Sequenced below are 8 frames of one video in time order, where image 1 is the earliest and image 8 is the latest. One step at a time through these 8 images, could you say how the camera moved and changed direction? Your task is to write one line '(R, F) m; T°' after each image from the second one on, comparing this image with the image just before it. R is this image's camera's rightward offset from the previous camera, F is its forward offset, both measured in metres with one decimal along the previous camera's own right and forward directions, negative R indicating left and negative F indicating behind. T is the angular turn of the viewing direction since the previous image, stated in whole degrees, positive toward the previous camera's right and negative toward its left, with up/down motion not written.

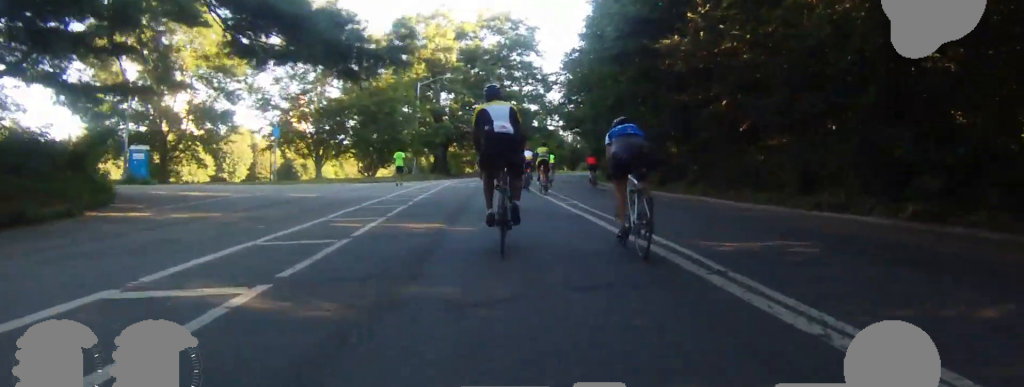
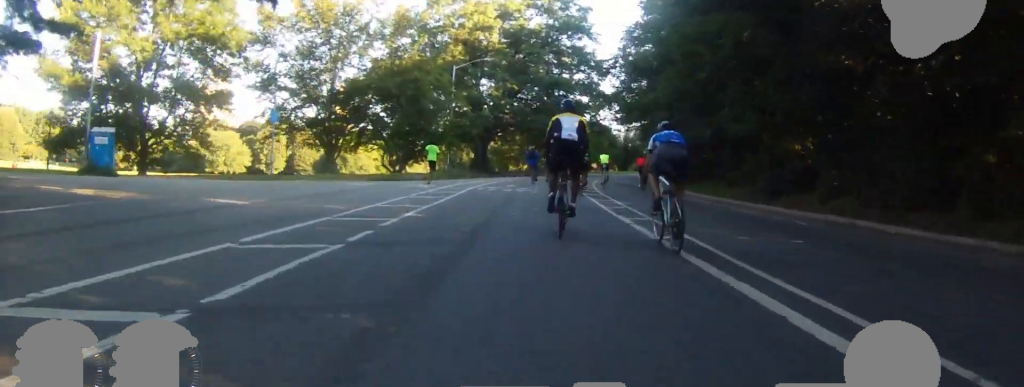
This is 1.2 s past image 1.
(0.0, +6.9) m; 0°
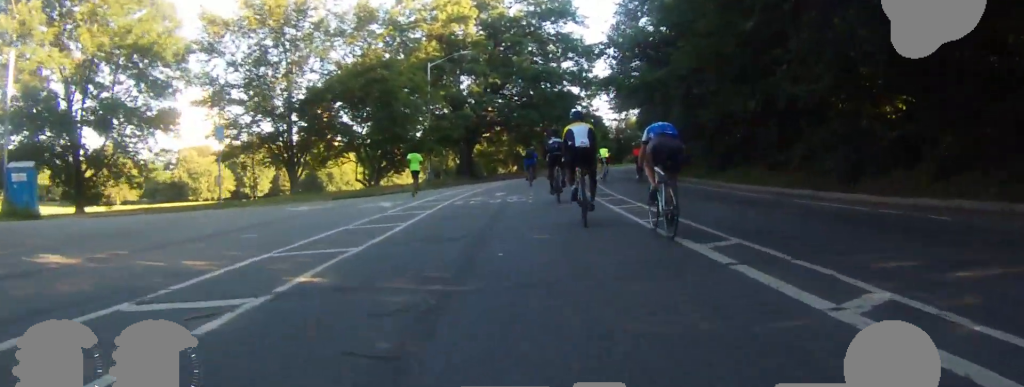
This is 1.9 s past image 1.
(0.0, +4.7) m; 0°
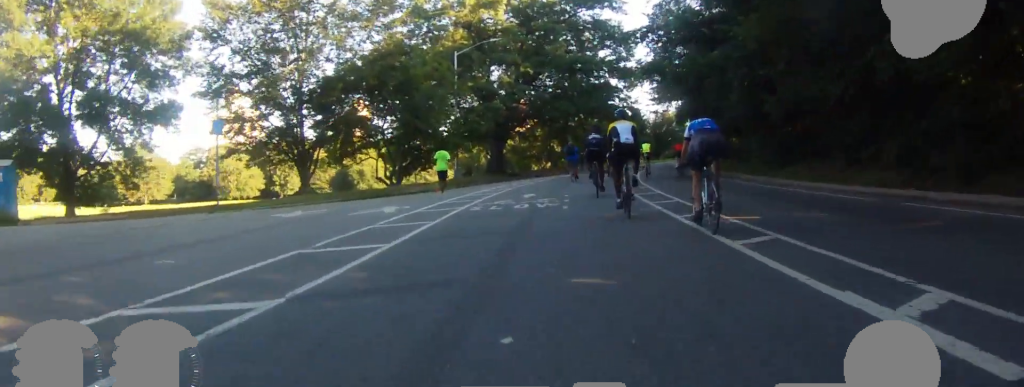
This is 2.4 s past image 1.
(0.0, +3.1) m; 0°
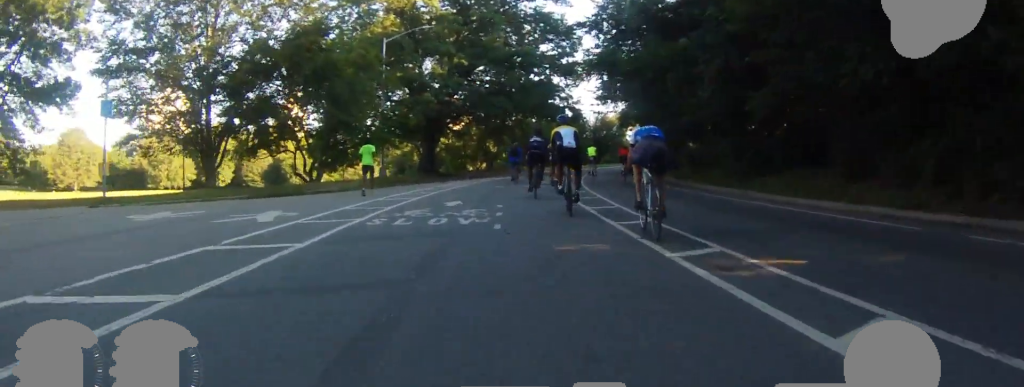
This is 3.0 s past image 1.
(0.0, +3.3) m; 0°
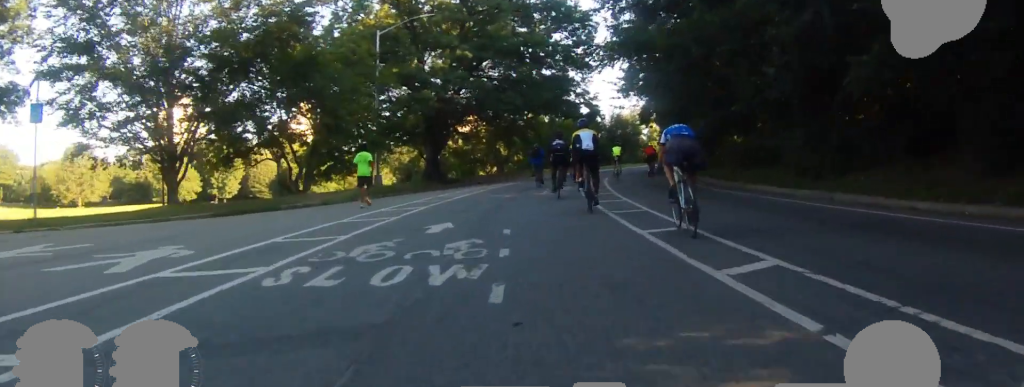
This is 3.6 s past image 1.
(0.0, +4.2) m; 0°
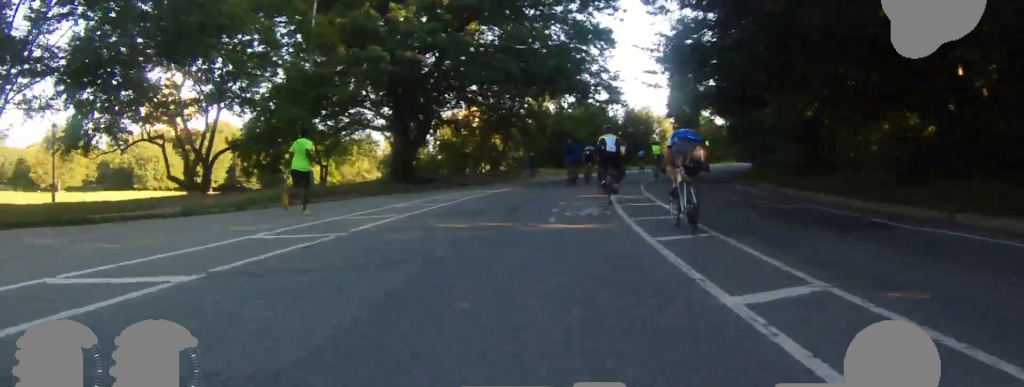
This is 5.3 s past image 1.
(0.0, +10.5) m; 0°
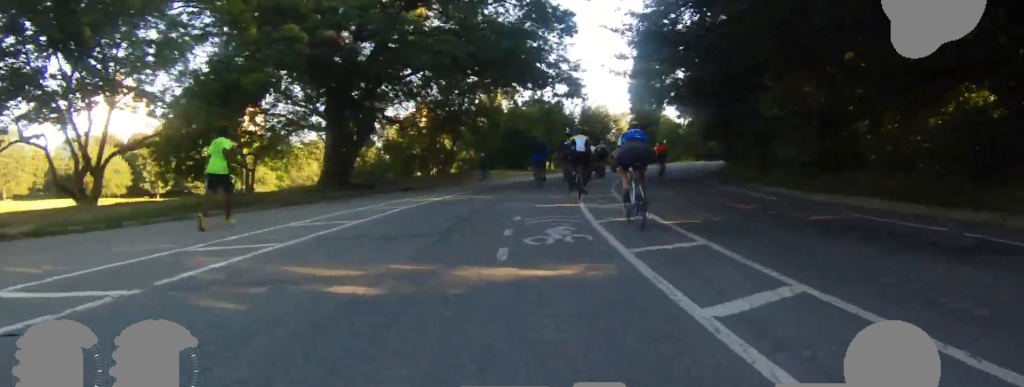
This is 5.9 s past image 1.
(0.0, +4.0) m; 0°
